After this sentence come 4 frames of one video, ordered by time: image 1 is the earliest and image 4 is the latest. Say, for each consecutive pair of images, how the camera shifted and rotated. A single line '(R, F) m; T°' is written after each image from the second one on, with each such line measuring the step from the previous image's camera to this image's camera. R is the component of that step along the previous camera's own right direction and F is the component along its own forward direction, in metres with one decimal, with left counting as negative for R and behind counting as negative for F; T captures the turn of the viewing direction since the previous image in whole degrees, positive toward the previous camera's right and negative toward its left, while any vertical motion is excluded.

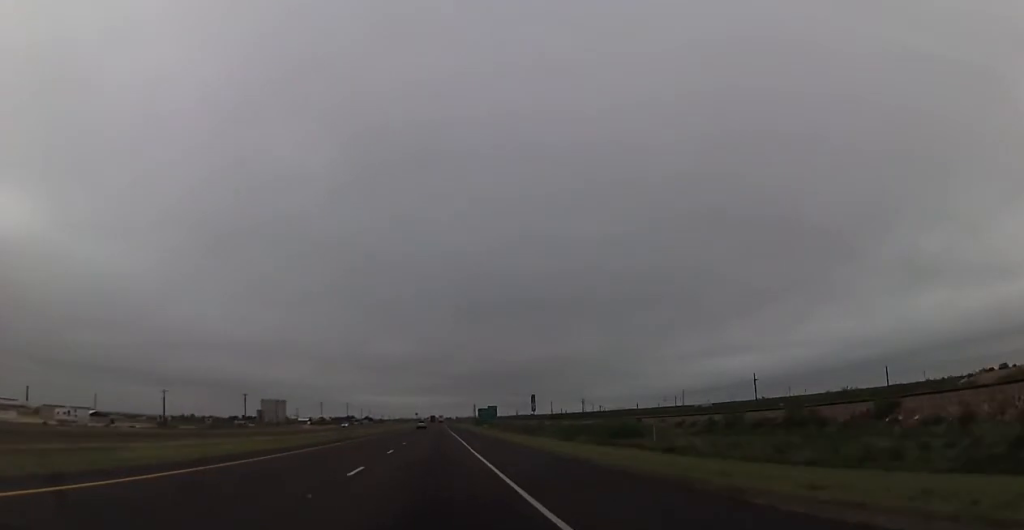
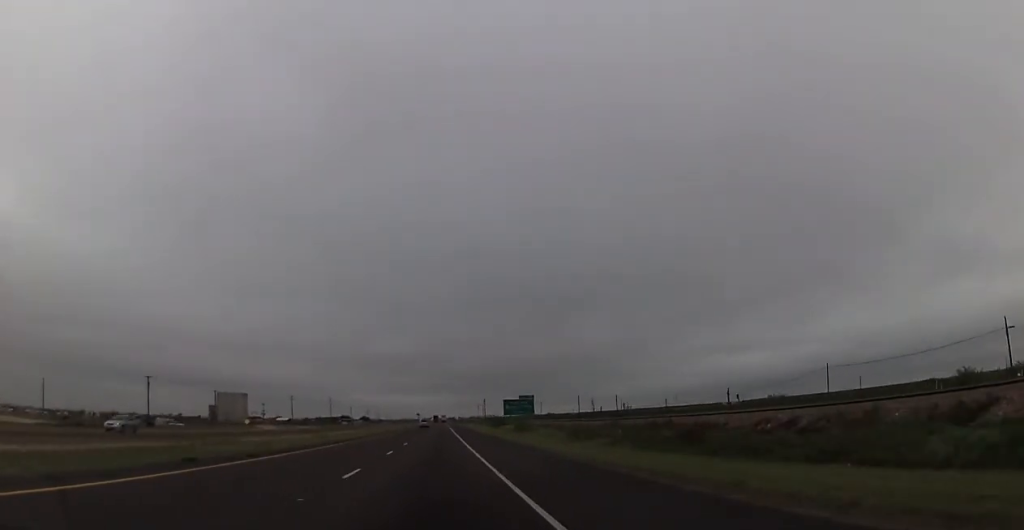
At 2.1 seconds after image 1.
(-0.3, +73.4) m; -1°
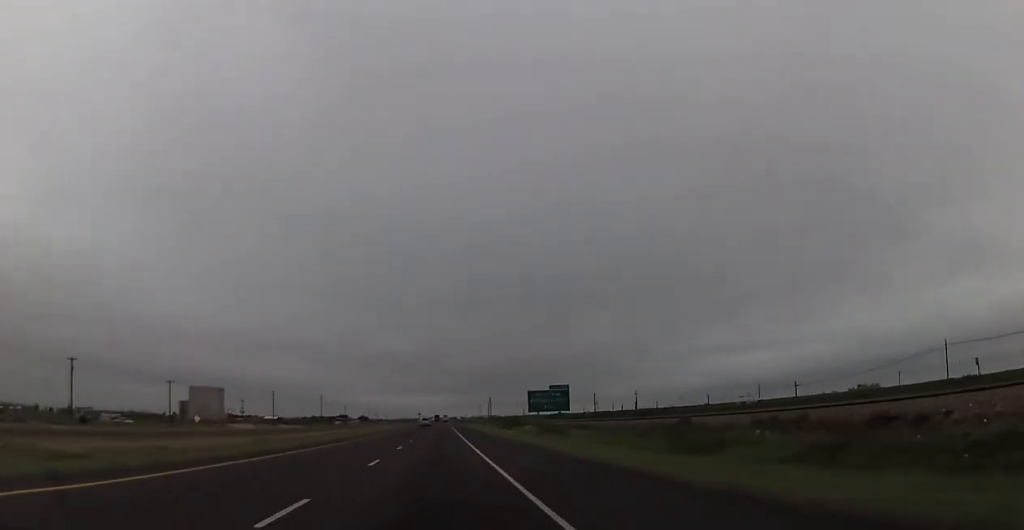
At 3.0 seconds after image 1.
(-0.2, +32.0) m; 0°
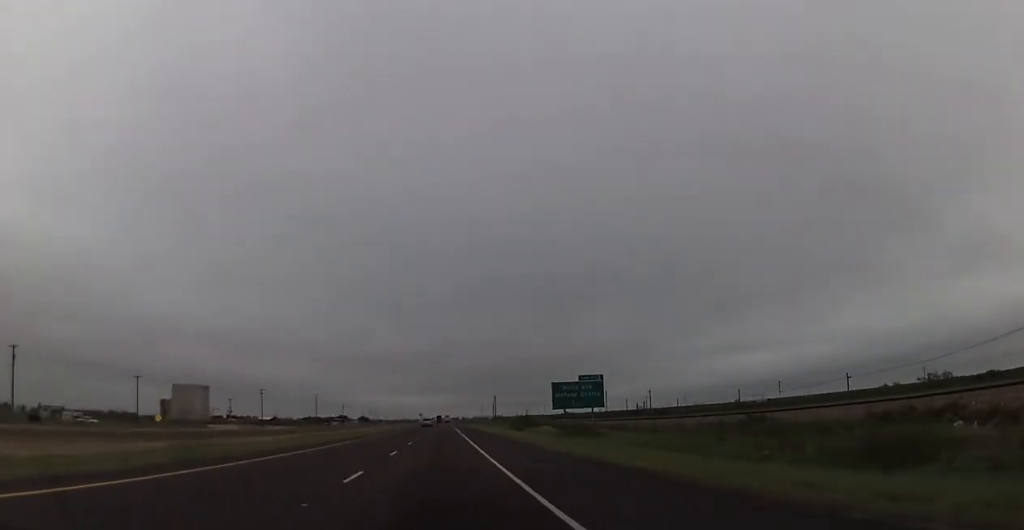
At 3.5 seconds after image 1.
(-0.1, +17.8) m; 0°
